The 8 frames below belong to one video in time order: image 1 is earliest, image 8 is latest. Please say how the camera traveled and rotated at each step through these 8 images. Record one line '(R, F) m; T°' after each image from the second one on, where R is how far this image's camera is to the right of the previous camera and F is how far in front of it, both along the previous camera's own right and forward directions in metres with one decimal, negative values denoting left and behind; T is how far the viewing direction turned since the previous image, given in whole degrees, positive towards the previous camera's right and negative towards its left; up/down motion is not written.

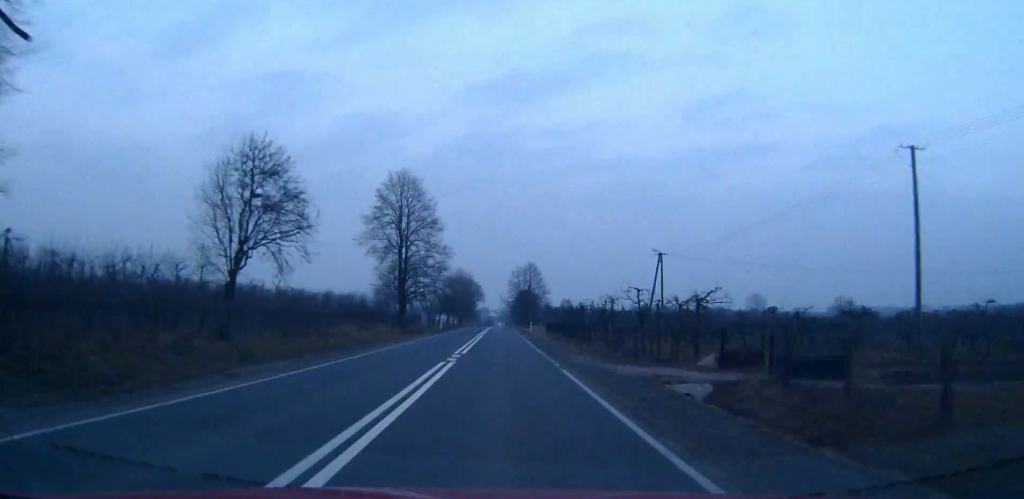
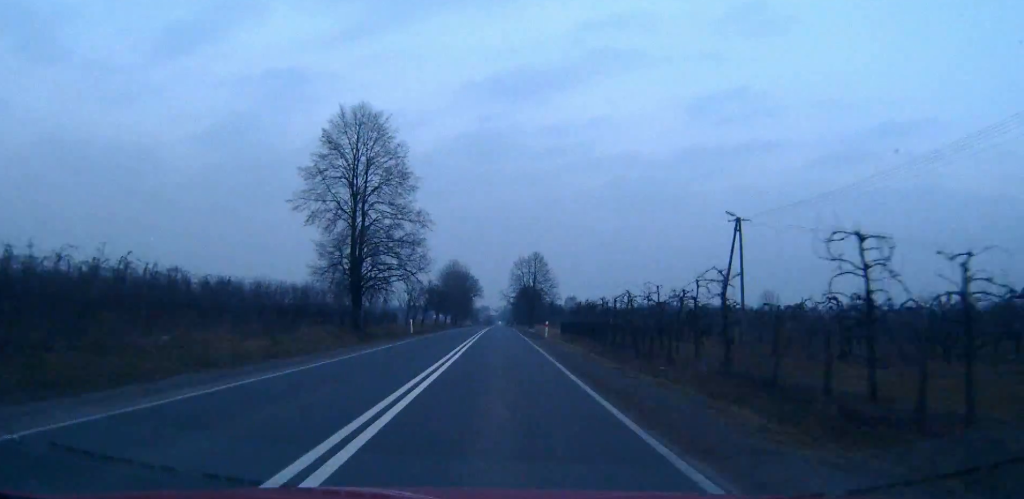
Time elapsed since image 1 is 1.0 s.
(0.0, +24.1) m; 0°
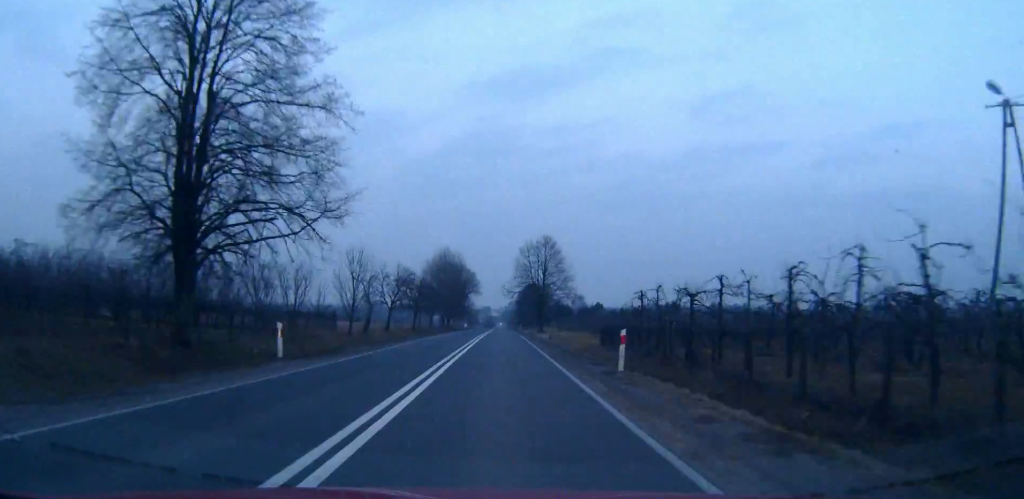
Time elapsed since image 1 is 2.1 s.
(0.0, +29.3) m; 0°
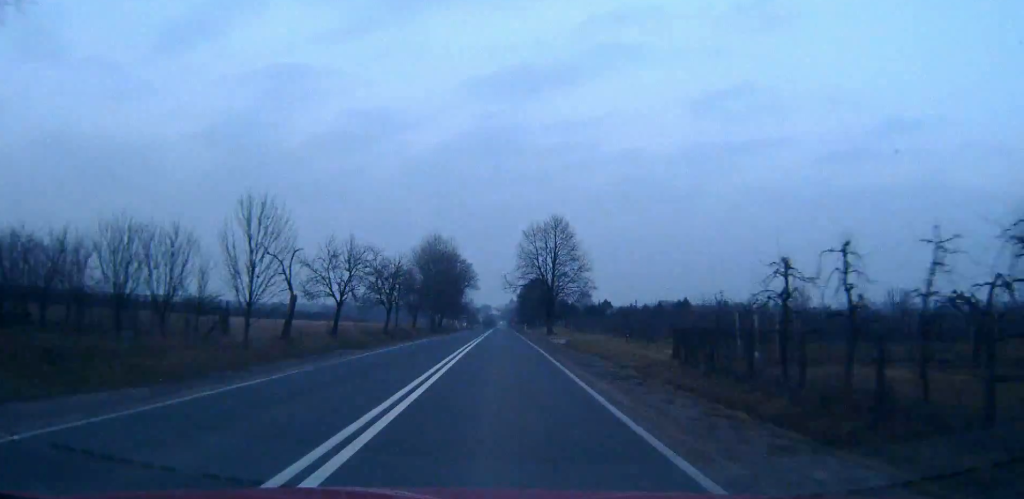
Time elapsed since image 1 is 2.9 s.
(0.0, +20.1) m; 0°
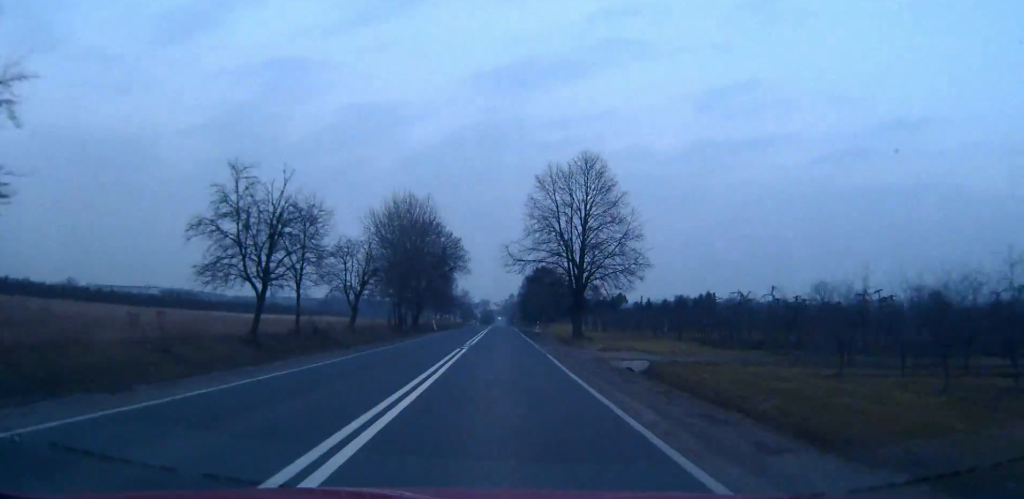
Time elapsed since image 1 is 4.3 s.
(0.0, +34.1) m; 0°
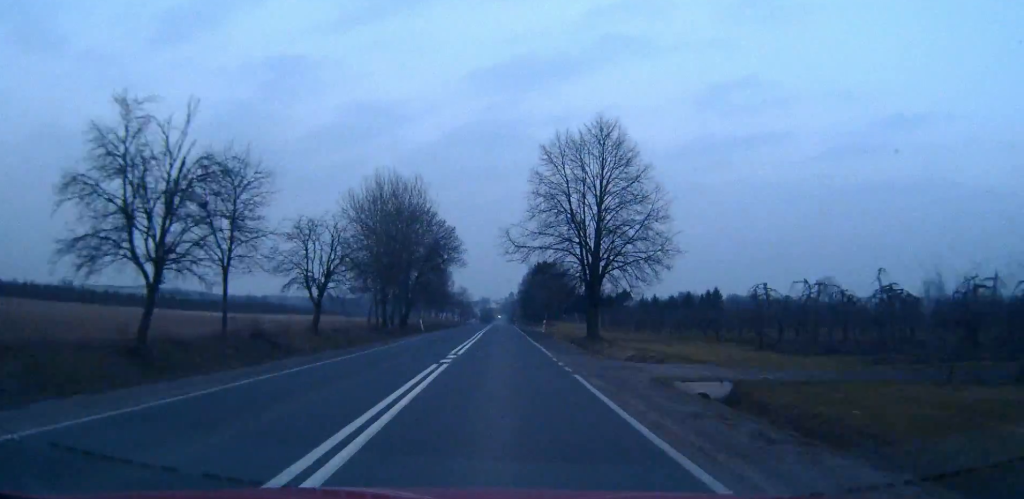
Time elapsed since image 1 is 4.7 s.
(0.0, +9.9) m; 0°
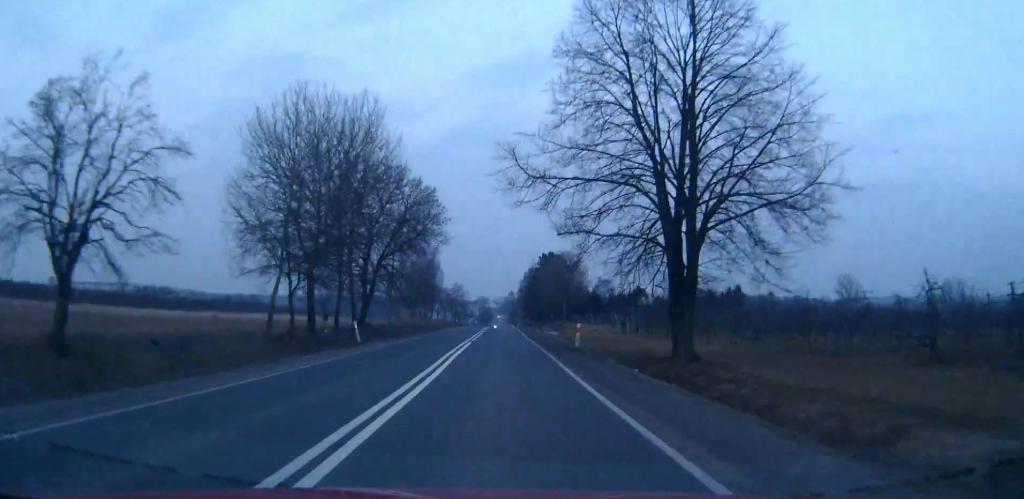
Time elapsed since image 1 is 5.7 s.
(0.0, +24.5) m; 0°
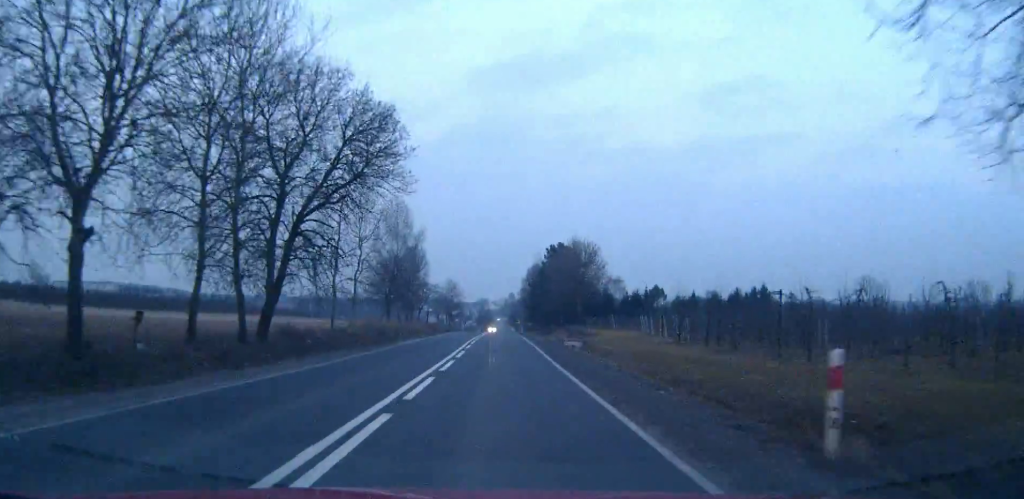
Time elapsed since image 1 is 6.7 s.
(0.0, +23.4) m; 0°
